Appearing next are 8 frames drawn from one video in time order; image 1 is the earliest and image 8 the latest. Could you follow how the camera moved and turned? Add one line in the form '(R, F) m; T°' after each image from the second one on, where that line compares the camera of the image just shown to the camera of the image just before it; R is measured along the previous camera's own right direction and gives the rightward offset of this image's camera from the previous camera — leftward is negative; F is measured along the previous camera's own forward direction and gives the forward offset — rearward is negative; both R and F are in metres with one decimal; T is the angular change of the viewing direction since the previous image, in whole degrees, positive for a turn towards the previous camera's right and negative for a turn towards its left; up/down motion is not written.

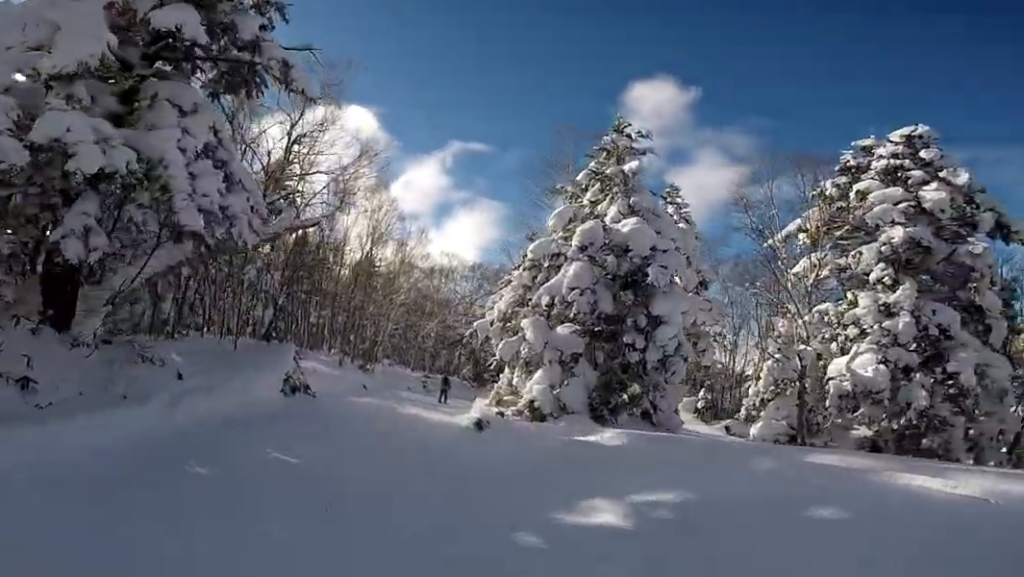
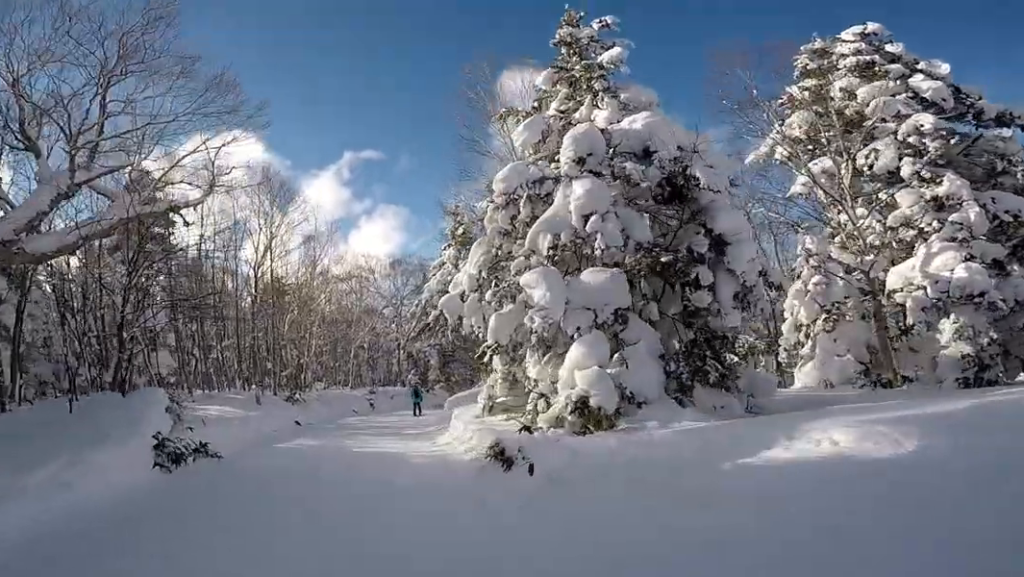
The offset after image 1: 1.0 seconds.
(-0.1, +4.9) m; +8°
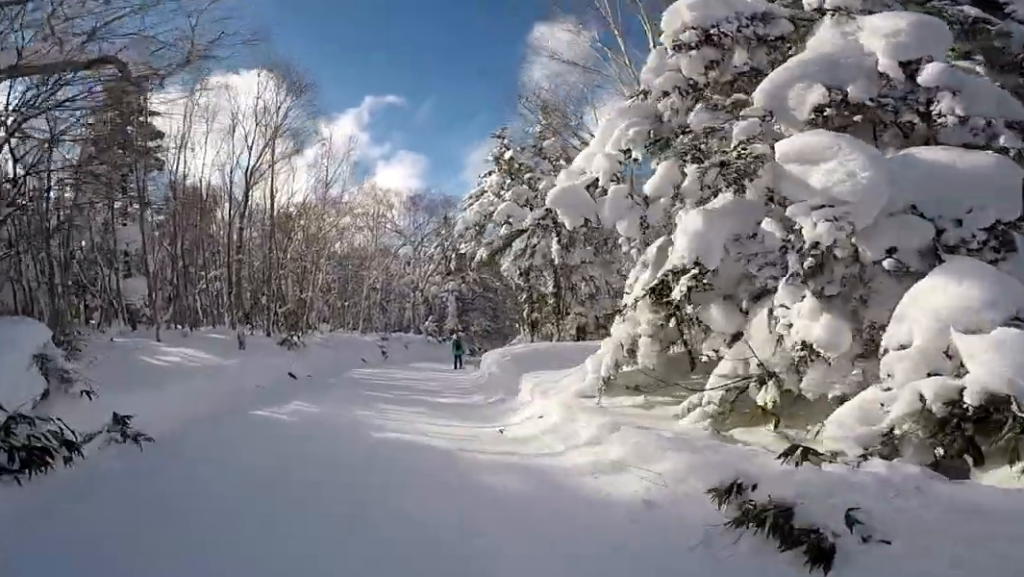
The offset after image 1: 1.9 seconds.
(+0.6, +4.5) m; +9°
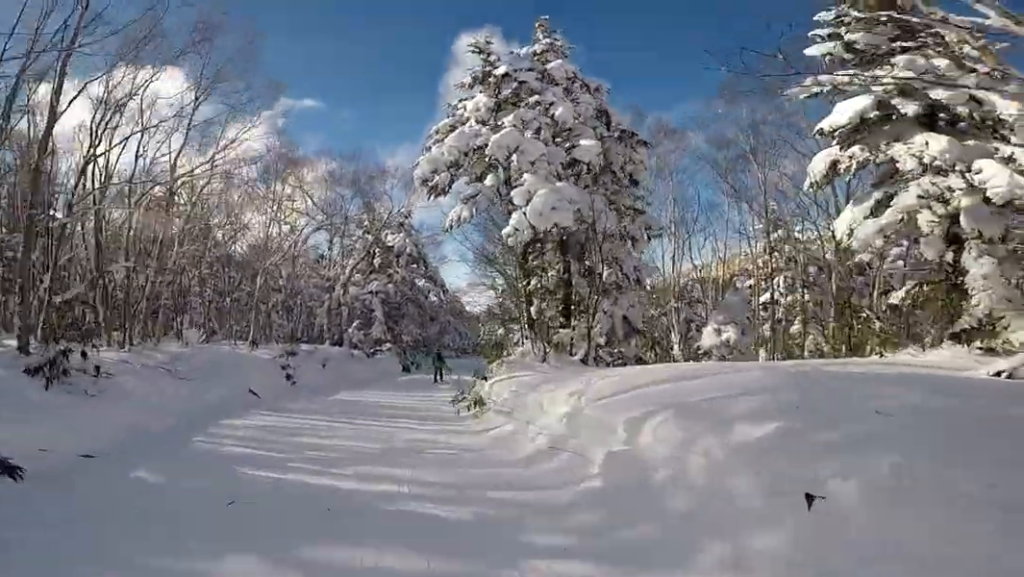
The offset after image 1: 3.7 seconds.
(+0.2, +9.9) m; +1°
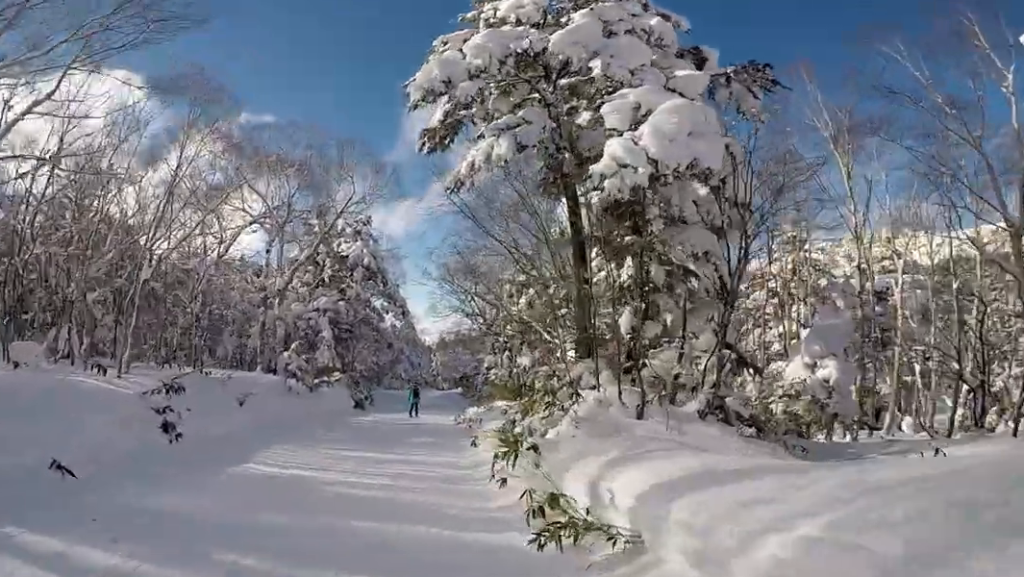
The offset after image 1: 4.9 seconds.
(0.0, +6.9) m; +6°
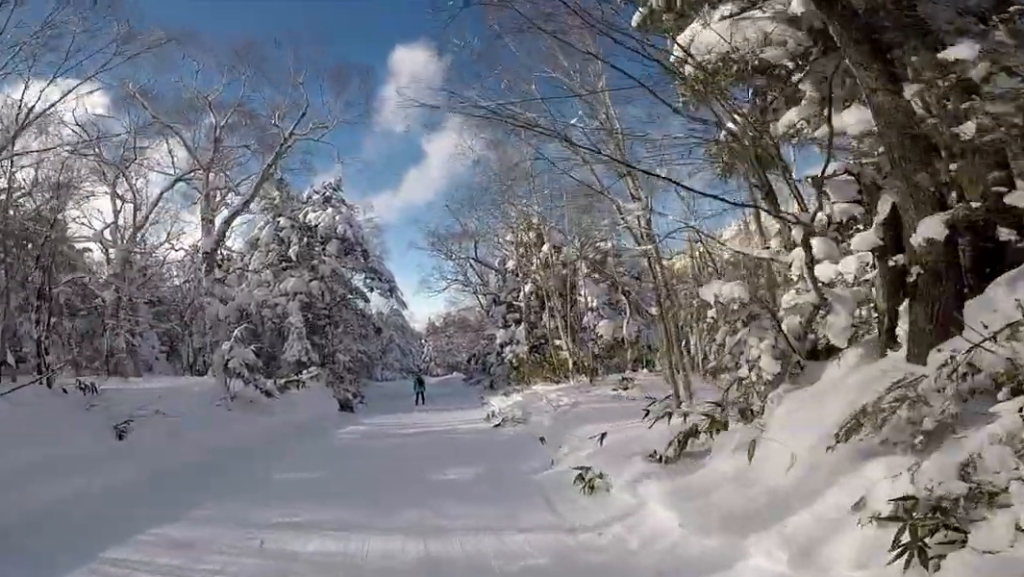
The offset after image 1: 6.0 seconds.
(+0.9, +6.4) m; +15°
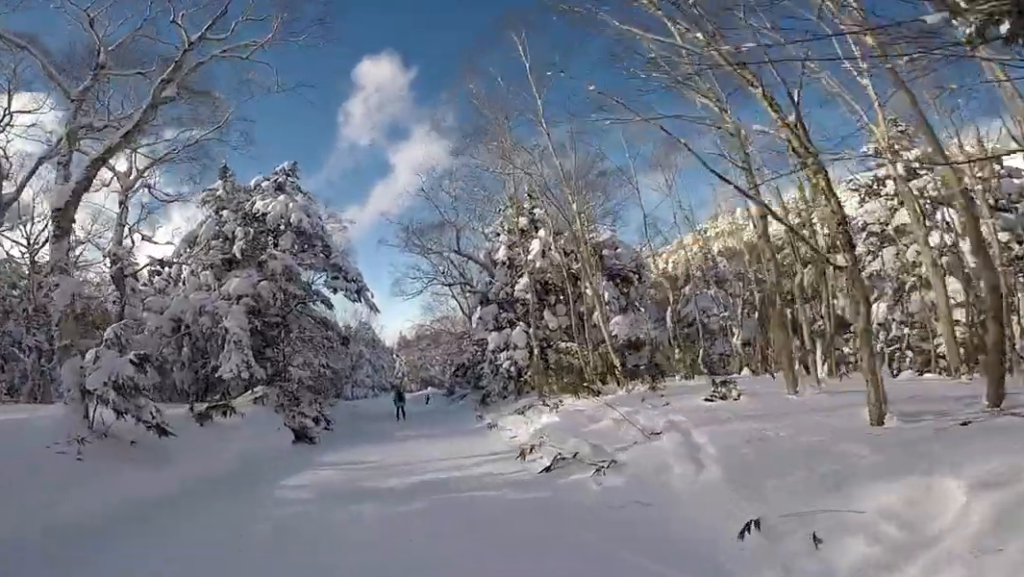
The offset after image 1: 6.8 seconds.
(+0.6, +5.1) m; +2°
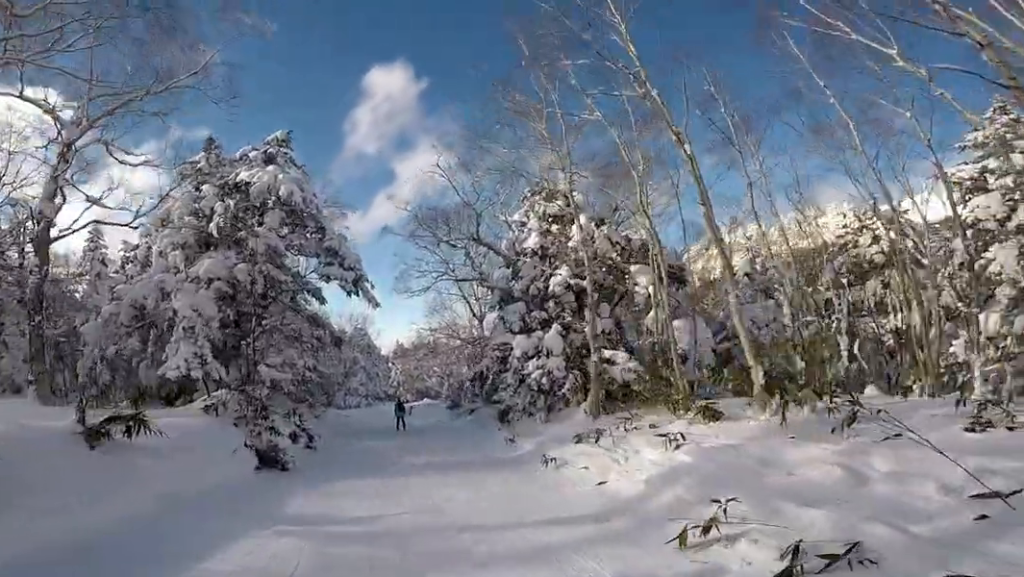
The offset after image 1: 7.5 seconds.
(0.0, +4.4) m; -8°
